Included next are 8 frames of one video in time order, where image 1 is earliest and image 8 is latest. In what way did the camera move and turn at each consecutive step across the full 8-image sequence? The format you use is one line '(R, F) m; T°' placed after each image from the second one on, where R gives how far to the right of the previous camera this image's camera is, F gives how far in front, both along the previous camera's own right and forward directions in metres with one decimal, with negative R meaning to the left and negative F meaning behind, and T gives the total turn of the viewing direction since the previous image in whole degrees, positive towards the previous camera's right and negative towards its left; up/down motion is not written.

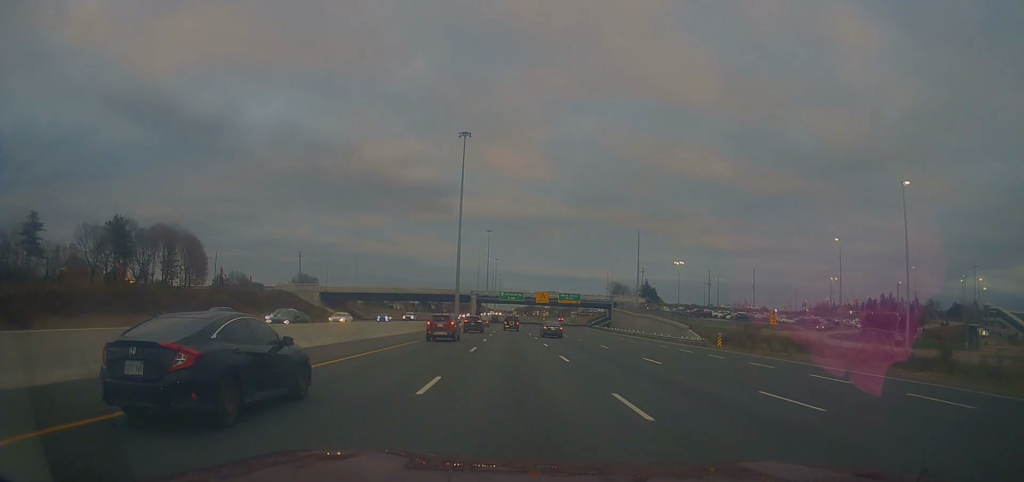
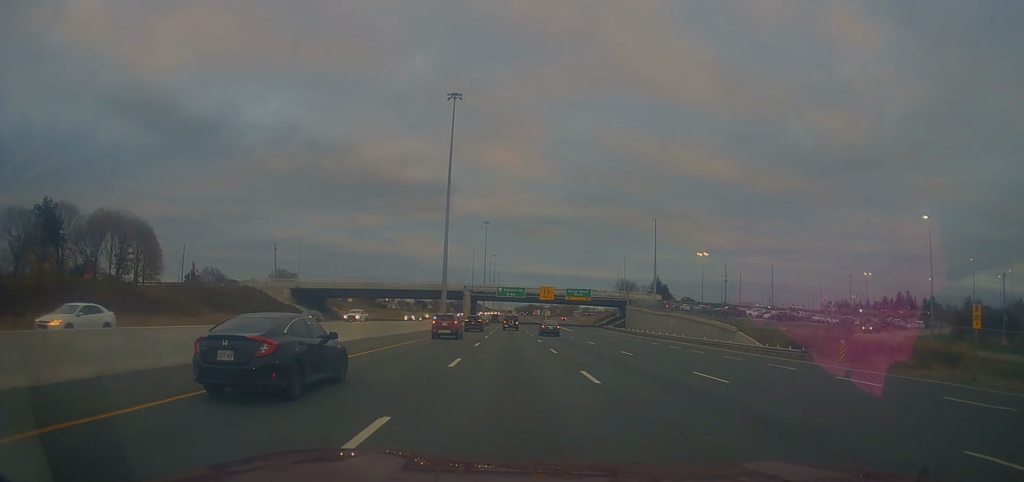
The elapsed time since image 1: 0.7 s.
(-0.4, +19.6) m; -1°
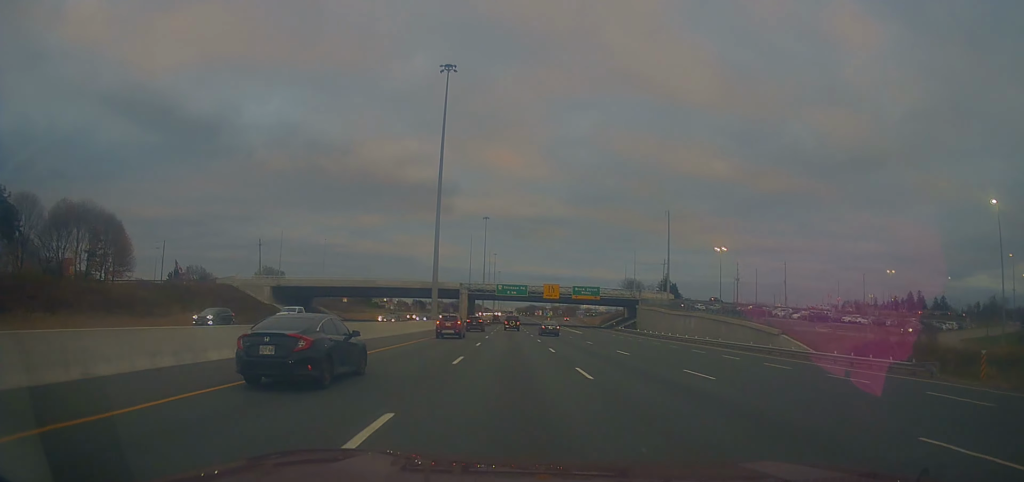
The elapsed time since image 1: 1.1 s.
(-0.1, +11.2) m; 0°
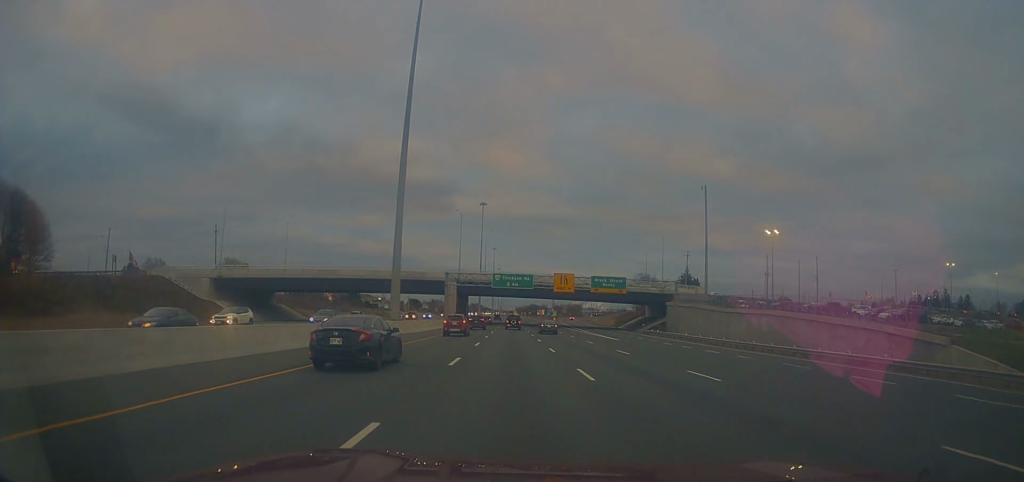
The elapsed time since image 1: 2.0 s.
(+0.1, +25.1) m; 0°
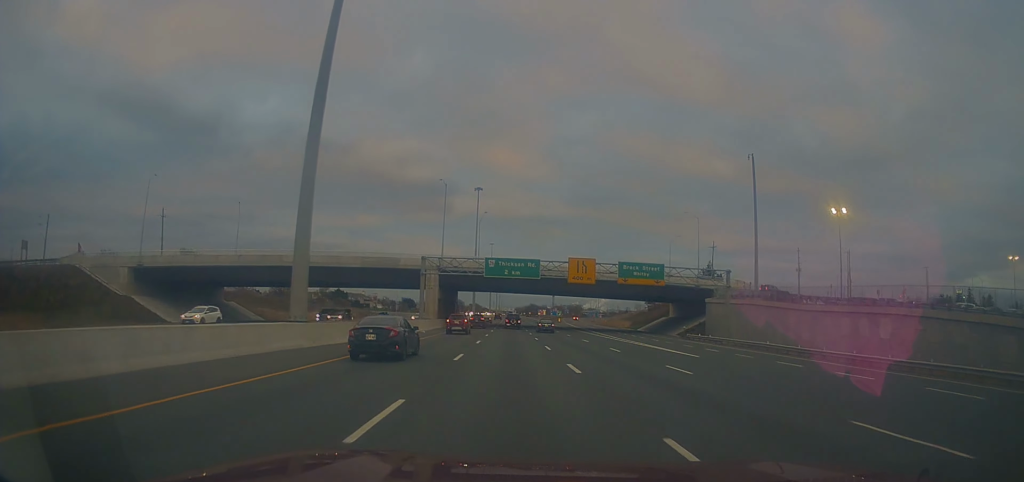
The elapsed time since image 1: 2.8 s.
(0.0, +22.3) m; -1°
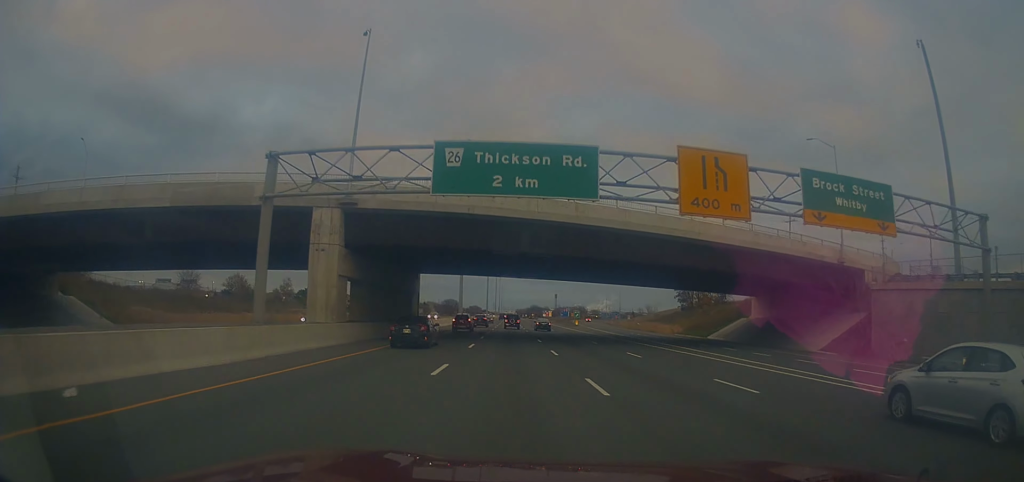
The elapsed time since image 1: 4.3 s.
(0.0, +41.9) m; +1°
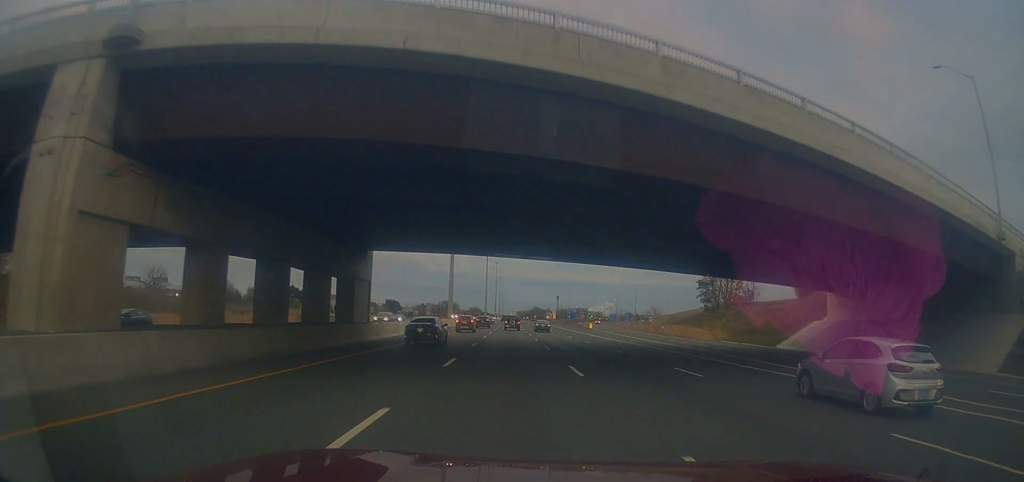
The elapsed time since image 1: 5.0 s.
(+0.6, +20.5) m; +1°
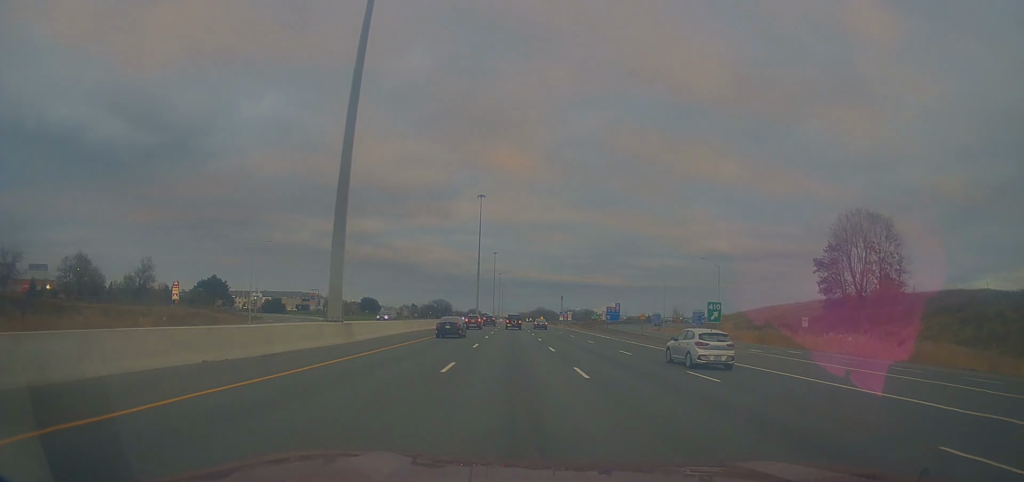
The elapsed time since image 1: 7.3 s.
(-1.4, +62.4) m; -2°
